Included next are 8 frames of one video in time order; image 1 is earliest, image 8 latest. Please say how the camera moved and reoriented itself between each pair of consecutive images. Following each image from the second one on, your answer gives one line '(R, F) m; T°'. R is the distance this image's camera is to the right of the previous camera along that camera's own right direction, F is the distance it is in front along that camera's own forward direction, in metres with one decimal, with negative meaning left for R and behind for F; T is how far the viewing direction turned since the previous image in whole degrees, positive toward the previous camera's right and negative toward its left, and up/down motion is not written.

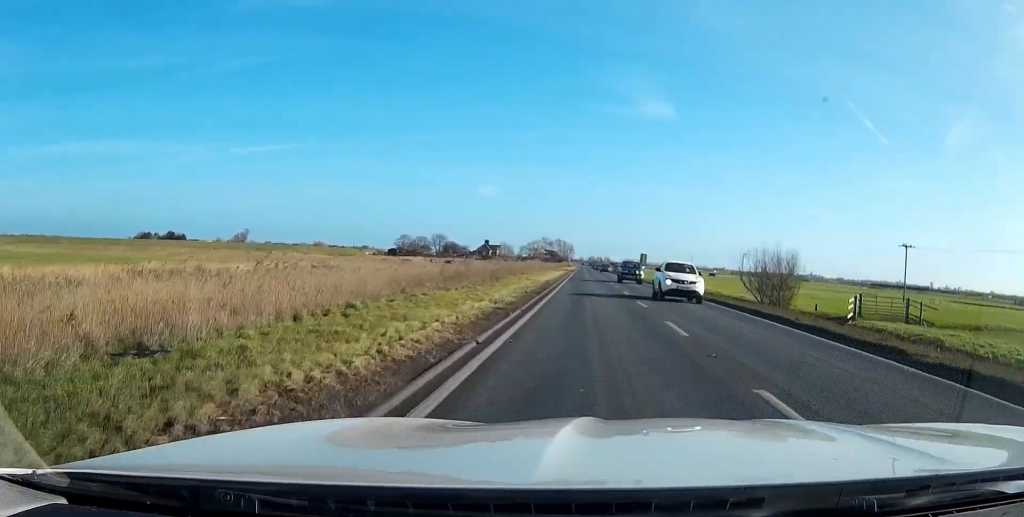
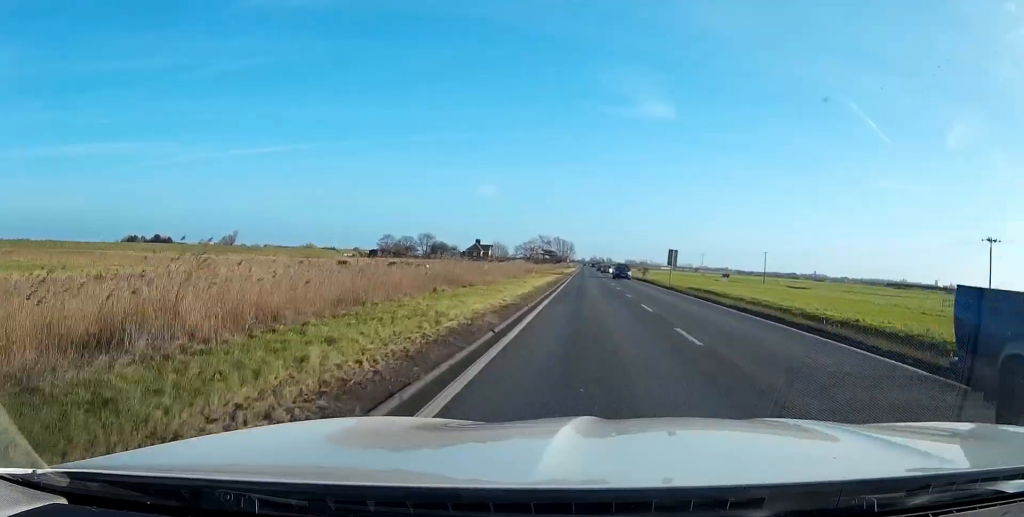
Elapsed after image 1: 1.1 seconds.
(0.0, +29.4) m; 0°
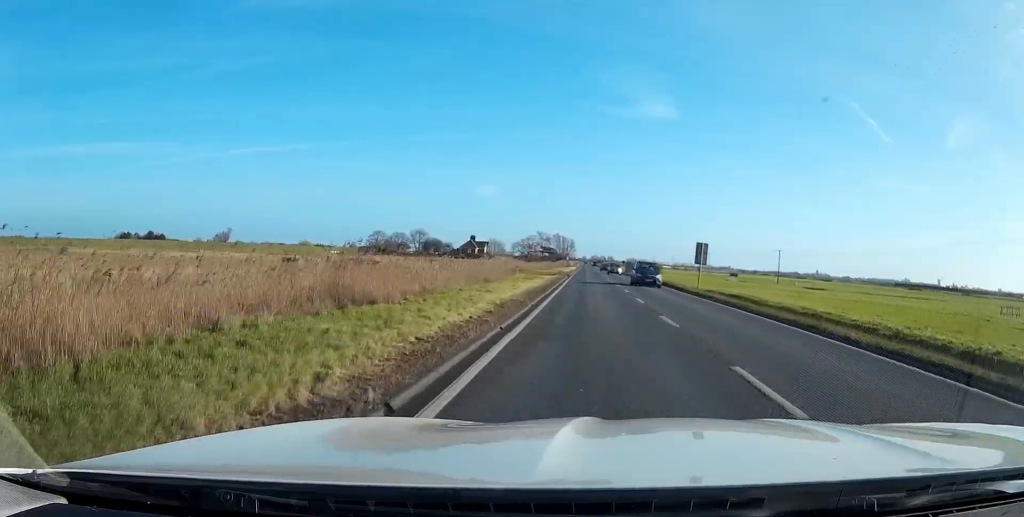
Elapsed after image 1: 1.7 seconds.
(-0.1, +13.9) m; 0°
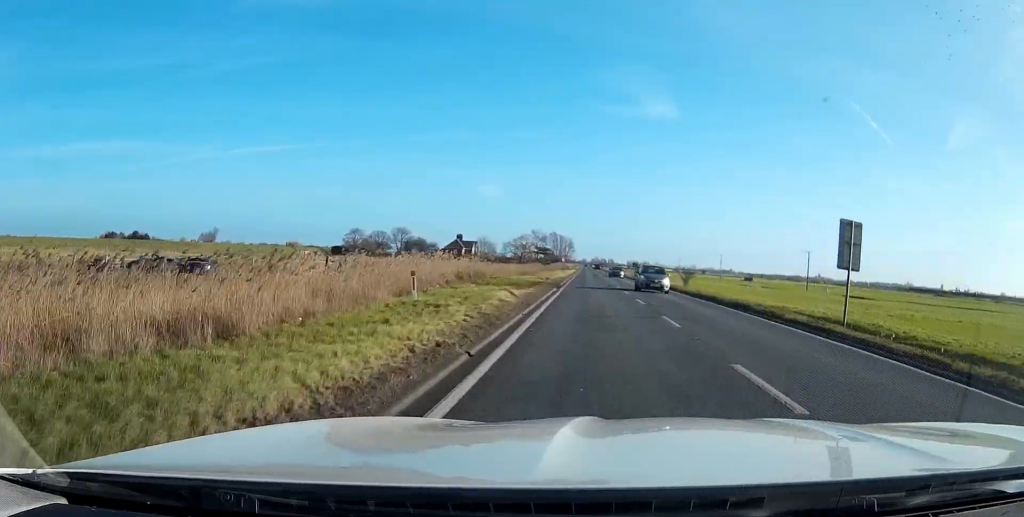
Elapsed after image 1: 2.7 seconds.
(+0.1, +27.8) m; 0°
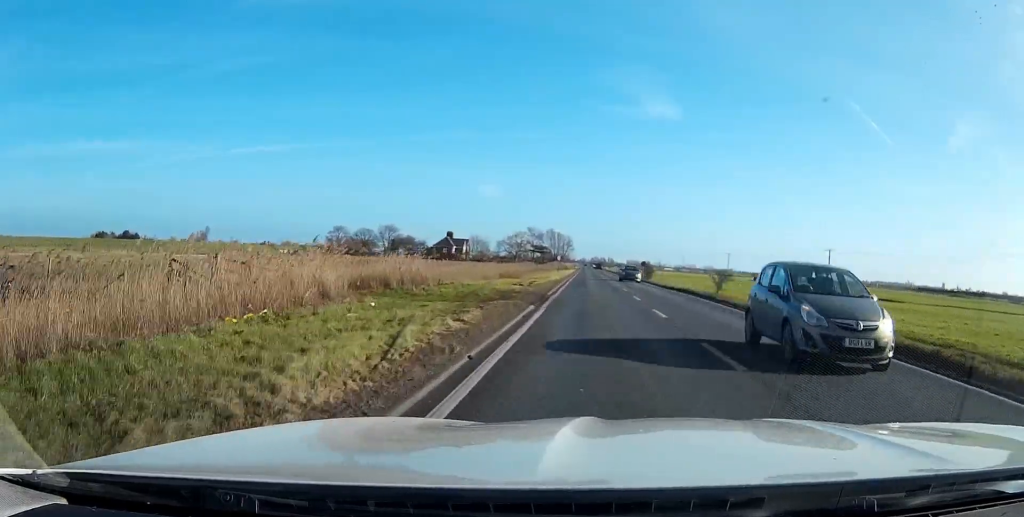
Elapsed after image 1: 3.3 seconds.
(-0.1, +14.8) m; 0°
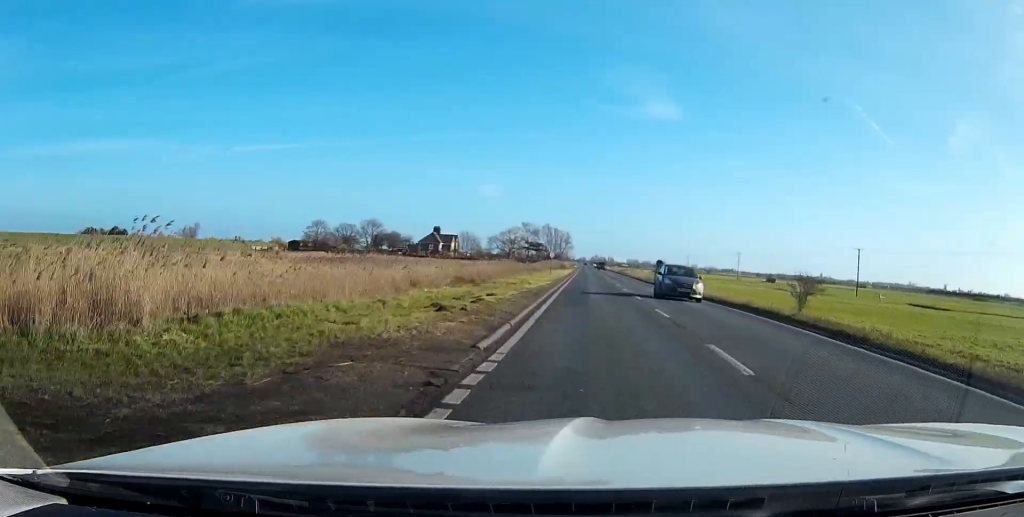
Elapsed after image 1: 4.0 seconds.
(0.0, +19.2) m; 0°
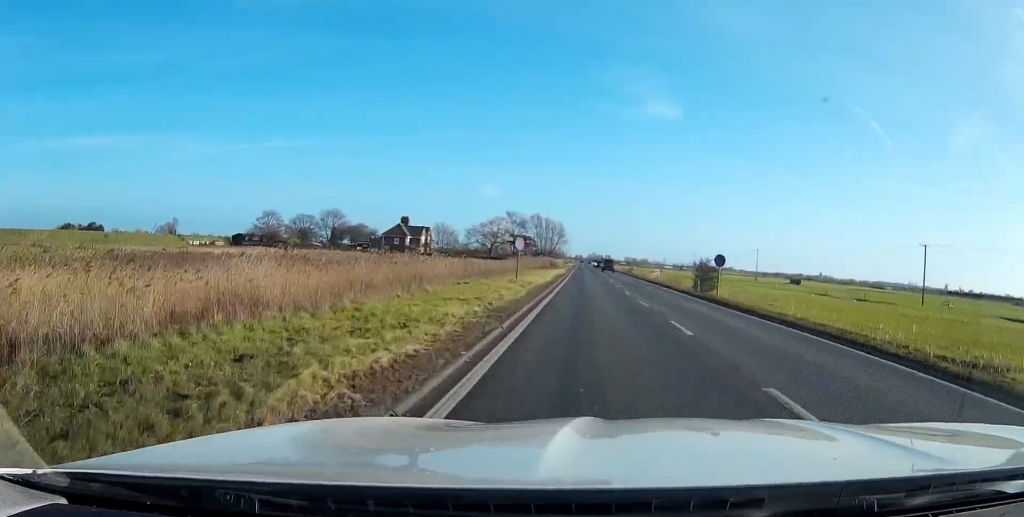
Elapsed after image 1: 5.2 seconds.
(+0.1, +30.6) m; 0°
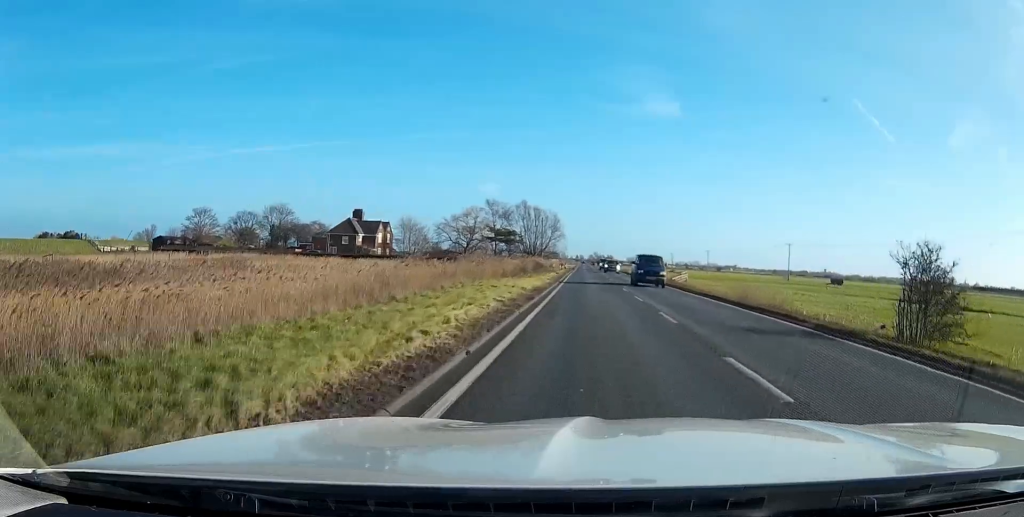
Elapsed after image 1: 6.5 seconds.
(+0.1, +34.1) m; 0°
